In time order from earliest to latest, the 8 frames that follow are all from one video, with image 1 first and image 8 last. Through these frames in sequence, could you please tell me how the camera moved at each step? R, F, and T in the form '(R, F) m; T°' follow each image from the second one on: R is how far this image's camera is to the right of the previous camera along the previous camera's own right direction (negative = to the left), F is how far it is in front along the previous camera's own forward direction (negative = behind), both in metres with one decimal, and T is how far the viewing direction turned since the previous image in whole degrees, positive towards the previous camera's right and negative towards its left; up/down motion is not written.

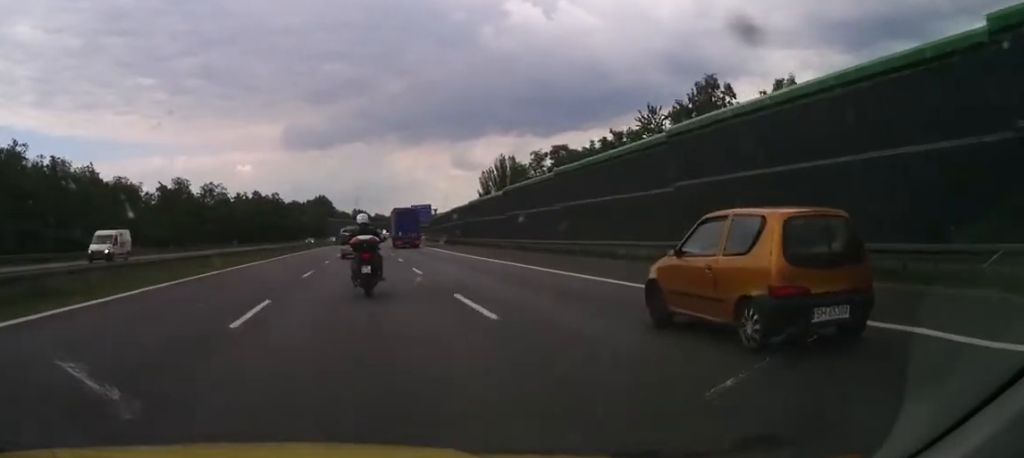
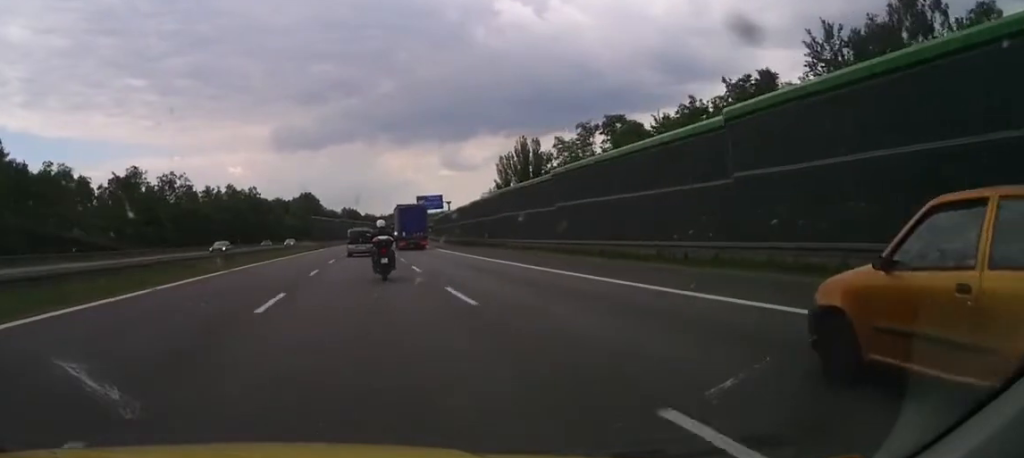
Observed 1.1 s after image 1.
(0.0, +34.1) m; 0°
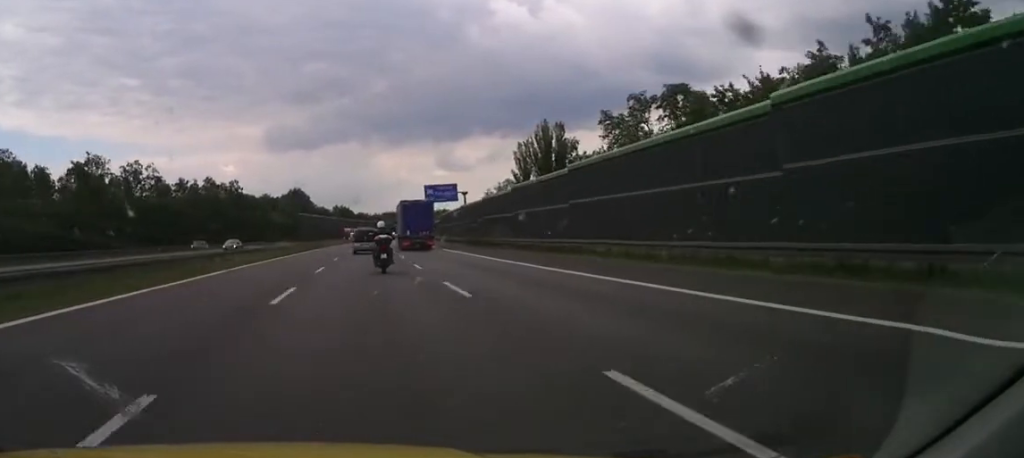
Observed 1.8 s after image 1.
(0.0, +22.4) m; +1°
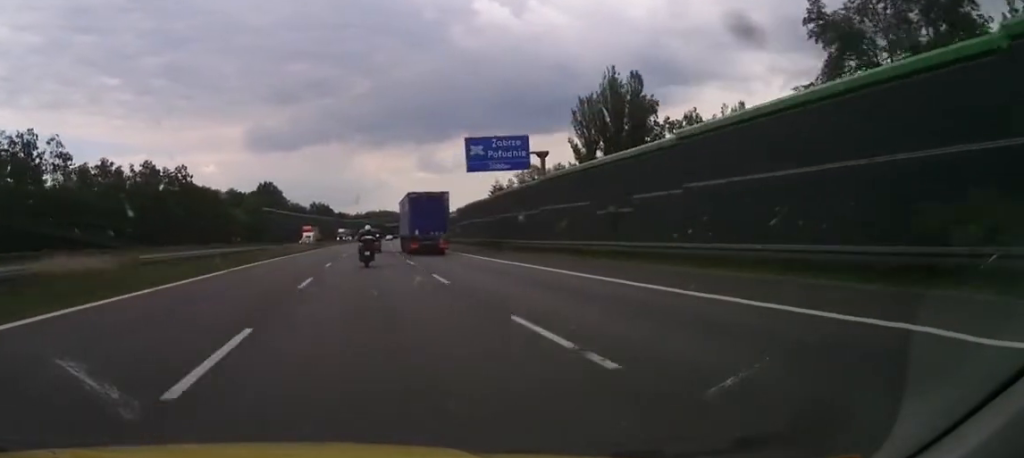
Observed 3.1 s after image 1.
(+0.7, +43.1) m; +1°
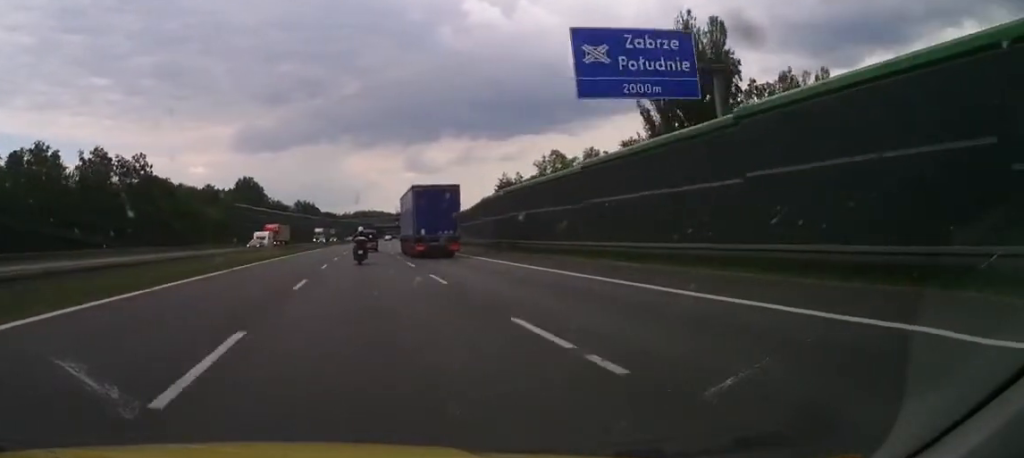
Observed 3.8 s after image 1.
(-0.1, +24.1) m; +1°
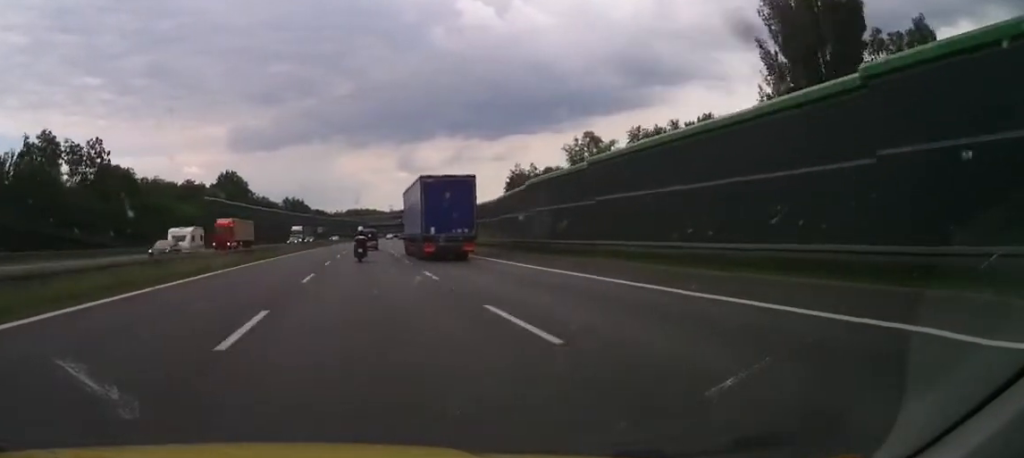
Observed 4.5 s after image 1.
(+0.3, +21.1) m; +1°
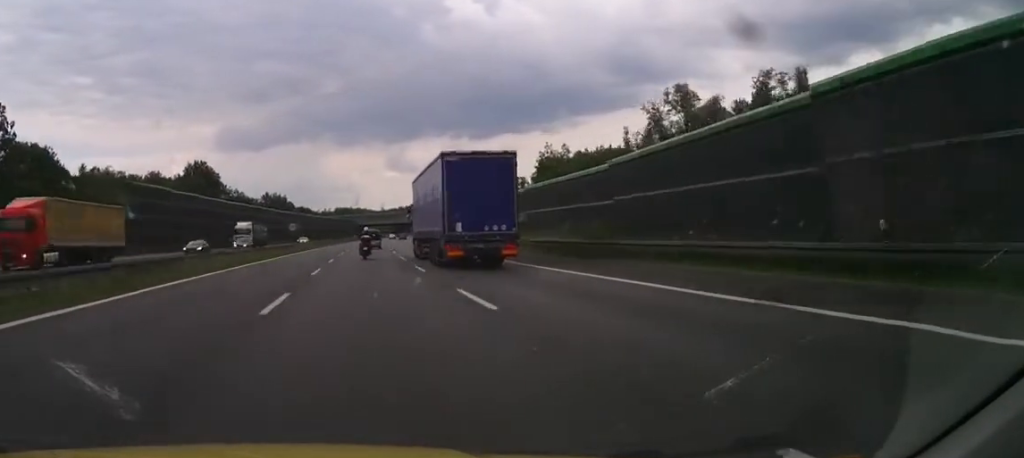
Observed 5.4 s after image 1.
(+0.2, +32.5) m; +1°
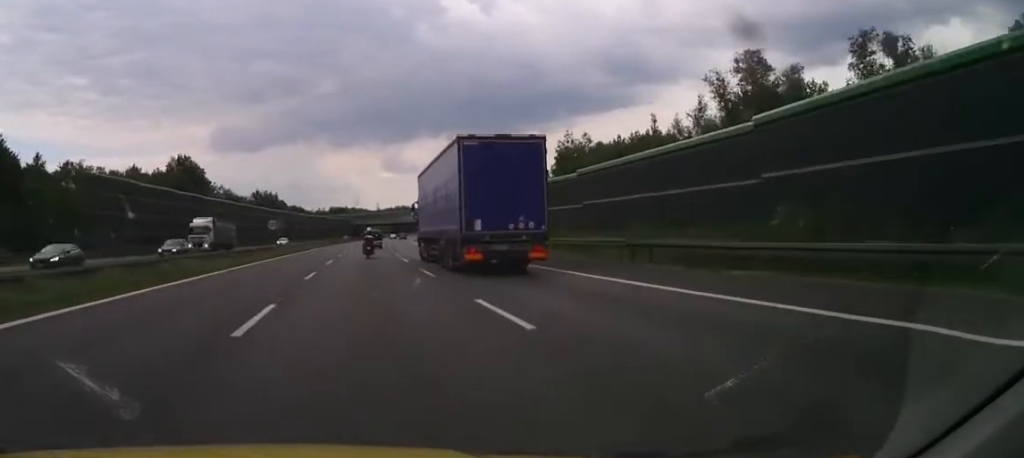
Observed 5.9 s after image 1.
(-0.2, +14.7) m; +1°
